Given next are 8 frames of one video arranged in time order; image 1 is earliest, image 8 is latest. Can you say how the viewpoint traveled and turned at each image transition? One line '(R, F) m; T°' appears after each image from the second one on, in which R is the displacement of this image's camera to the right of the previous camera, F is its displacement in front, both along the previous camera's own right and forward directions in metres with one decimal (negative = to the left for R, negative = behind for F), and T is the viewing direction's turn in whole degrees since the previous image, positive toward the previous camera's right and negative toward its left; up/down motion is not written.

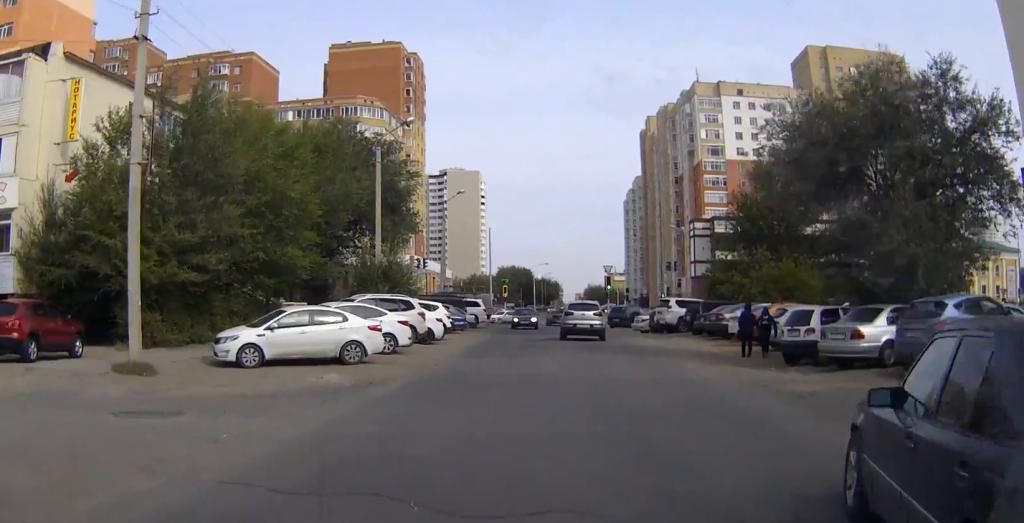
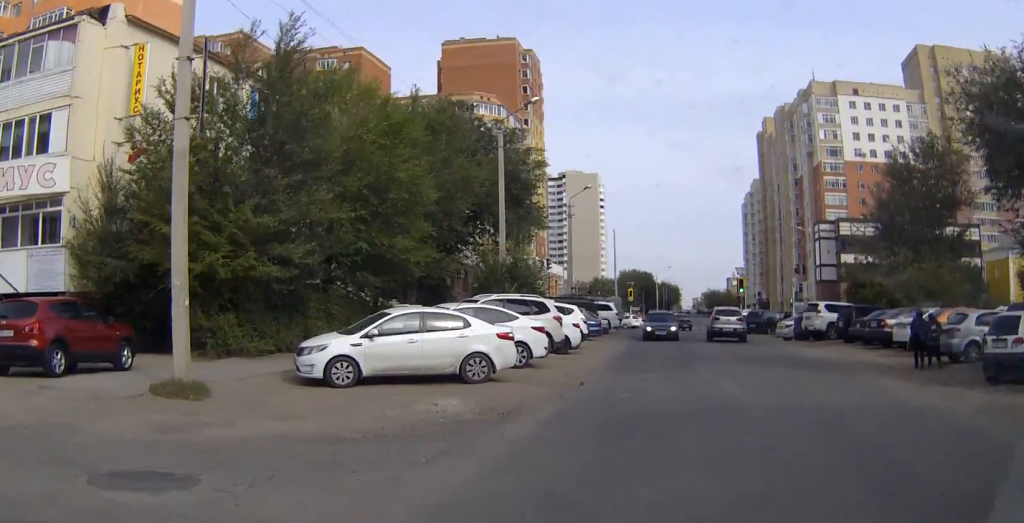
(-0.6, +4.5) m; -19°
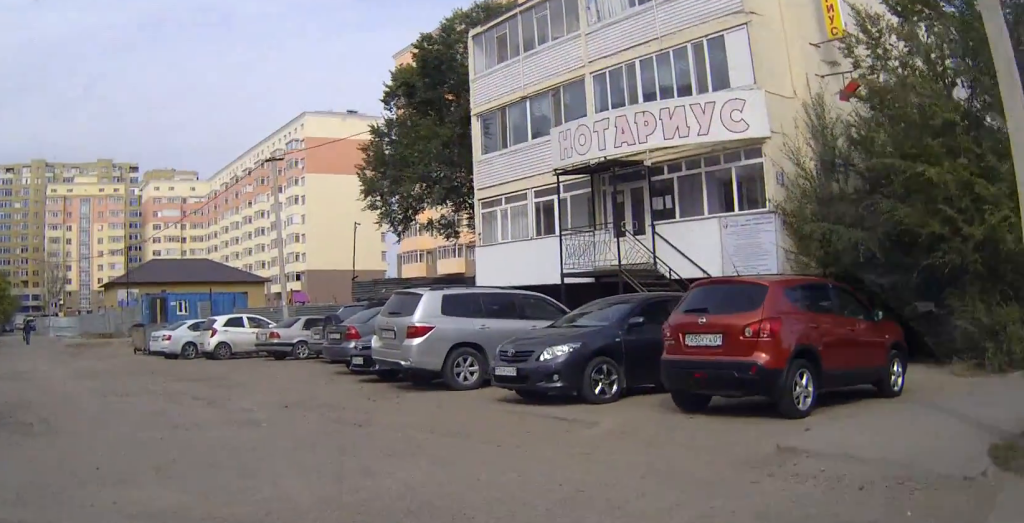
(-1.9, +7.1) m; -26°
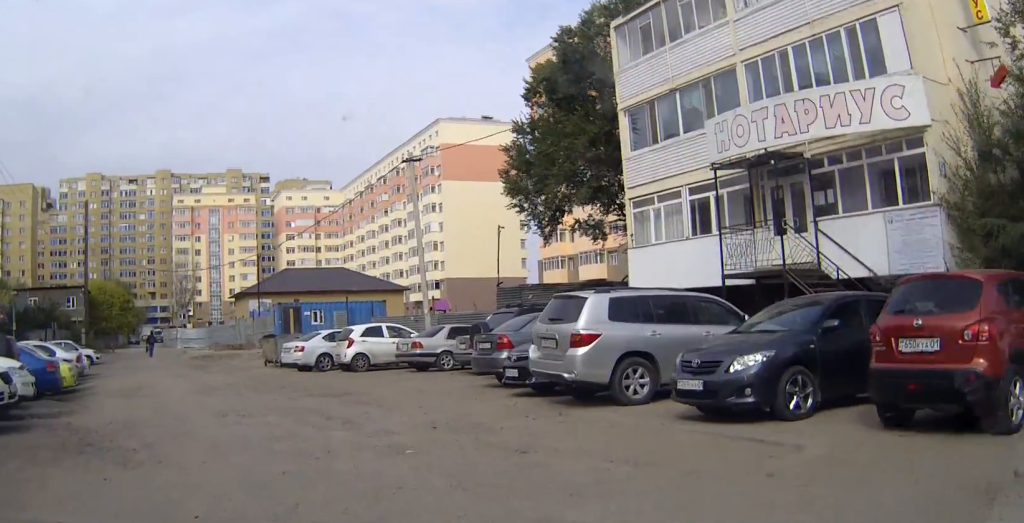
(-0.2, +1.3) m; -6°
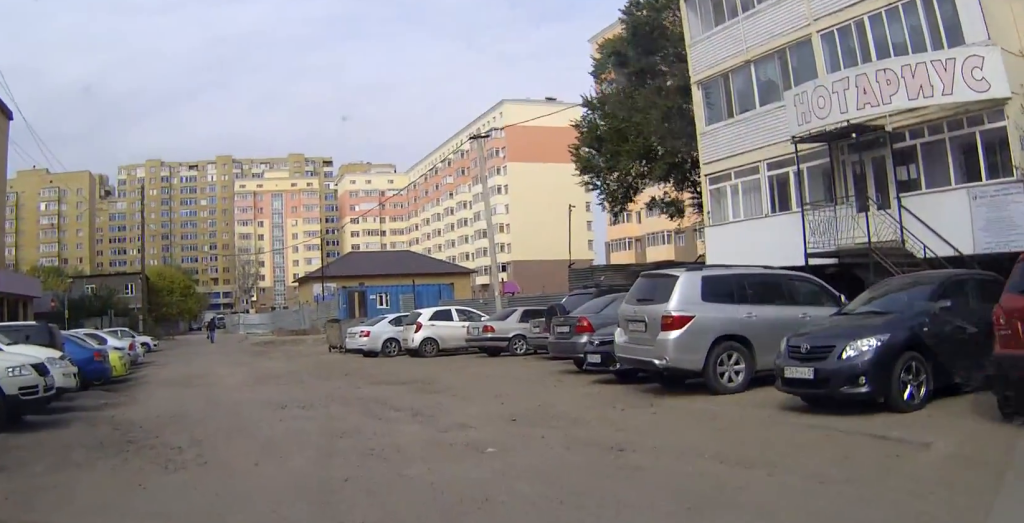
(0.0, +0.9) m; -4°
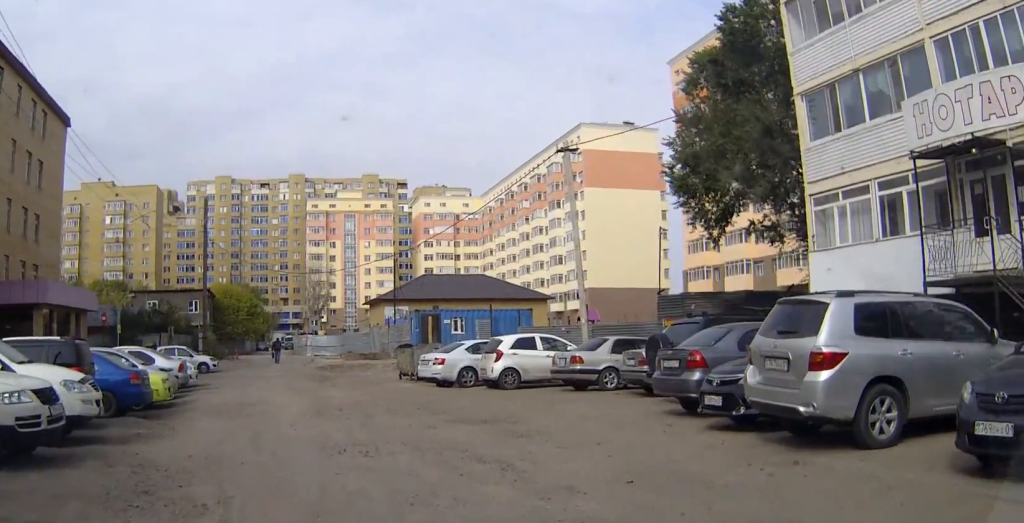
(0.0, +1.5) m; -5°
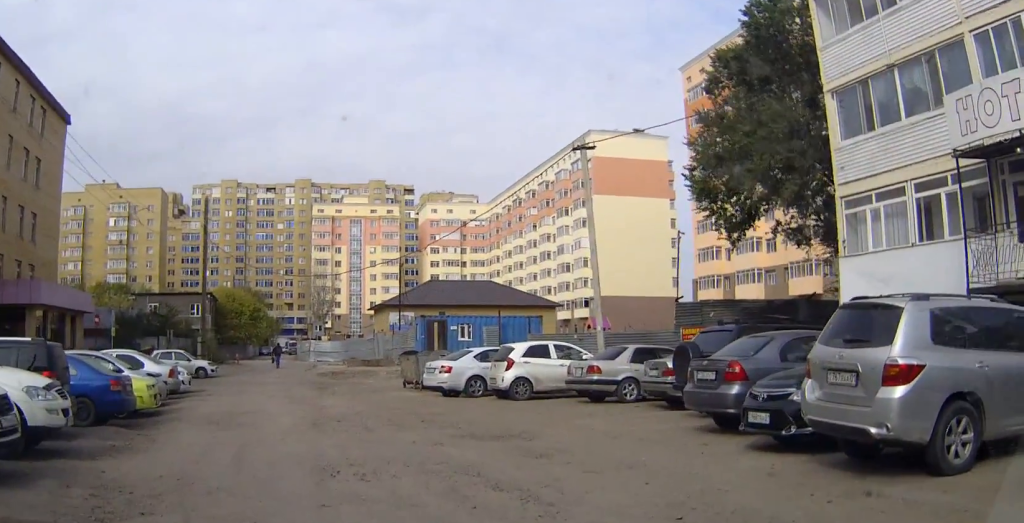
(0.0, +1.2) m; -5°
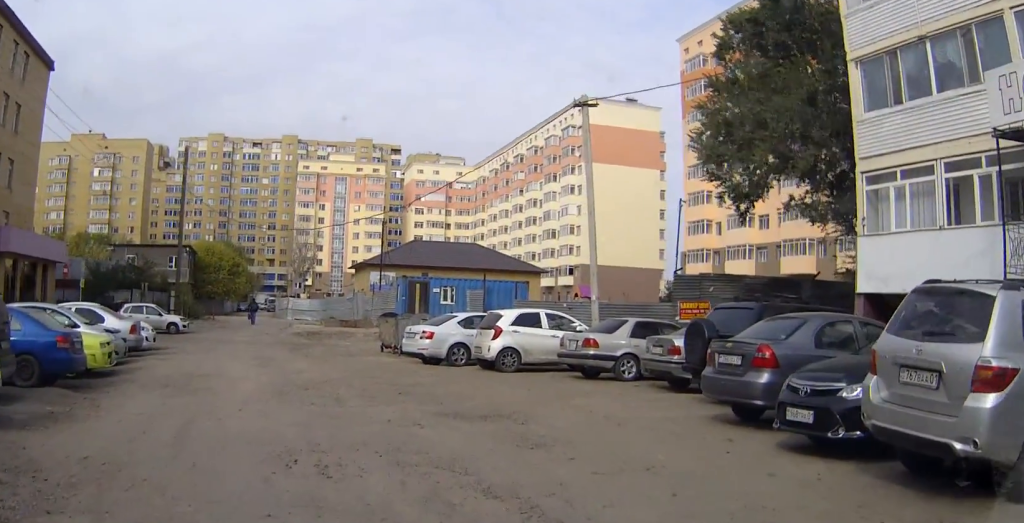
(-0.1, +1.6) m; +2°
